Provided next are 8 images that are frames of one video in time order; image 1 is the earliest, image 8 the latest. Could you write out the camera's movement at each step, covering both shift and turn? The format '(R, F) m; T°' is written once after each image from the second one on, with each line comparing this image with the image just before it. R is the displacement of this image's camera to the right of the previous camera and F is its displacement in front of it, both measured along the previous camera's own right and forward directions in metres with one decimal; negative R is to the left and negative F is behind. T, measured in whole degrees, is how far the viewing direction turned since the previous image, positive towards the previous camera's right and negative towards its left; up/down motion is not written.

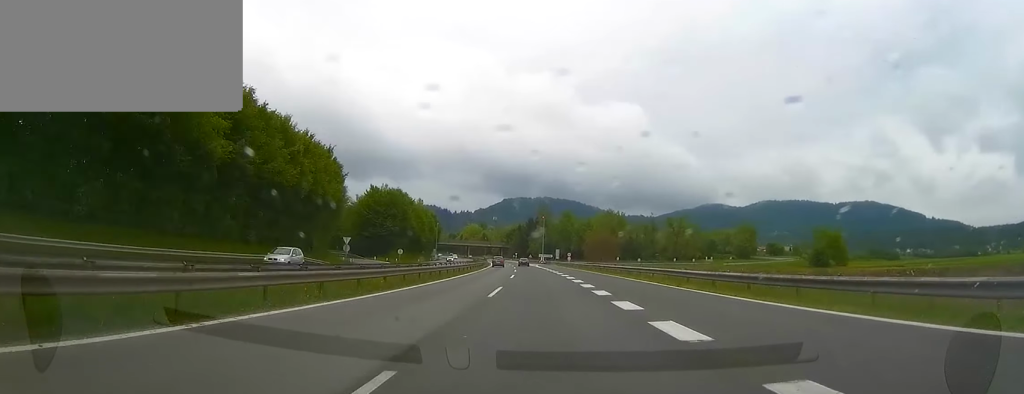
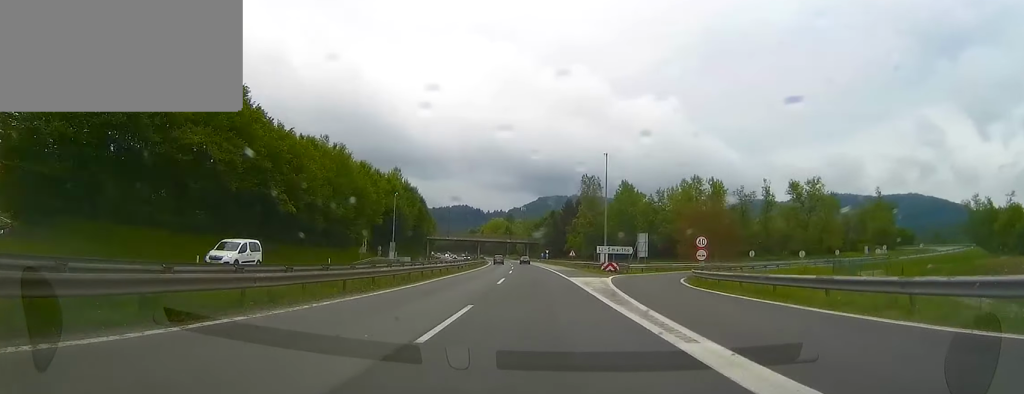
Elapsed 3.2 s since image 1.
(-3.0, +93.0) m; -4°
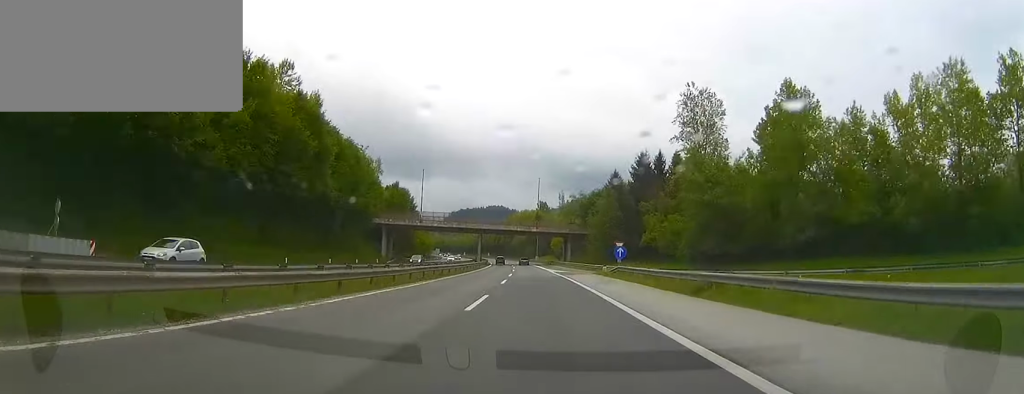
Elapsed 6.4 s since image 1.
(-3.1, +93.2) m; -3°
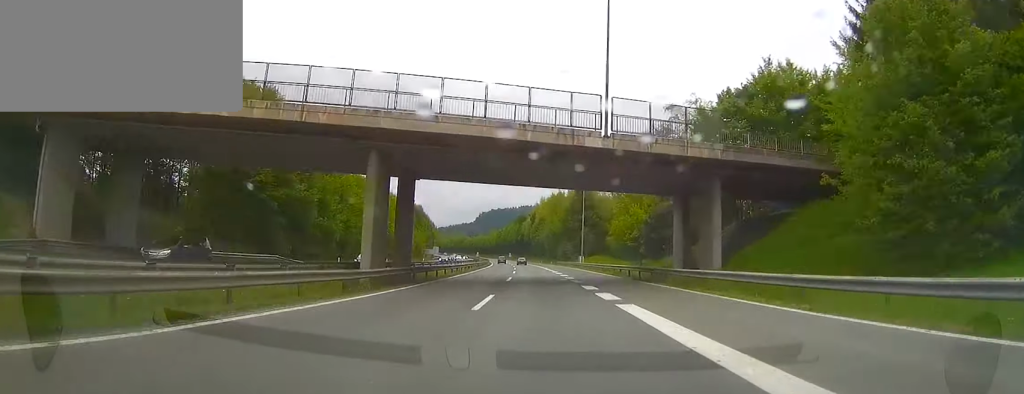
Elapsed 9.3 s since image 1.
(-1.5, +84.4) m; -3°
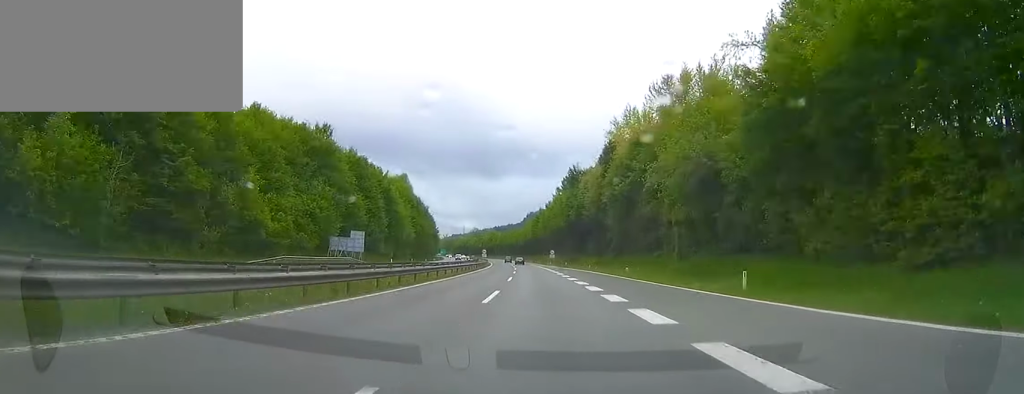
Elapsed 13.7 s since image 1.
(-5.1, +128.1) m; -4°
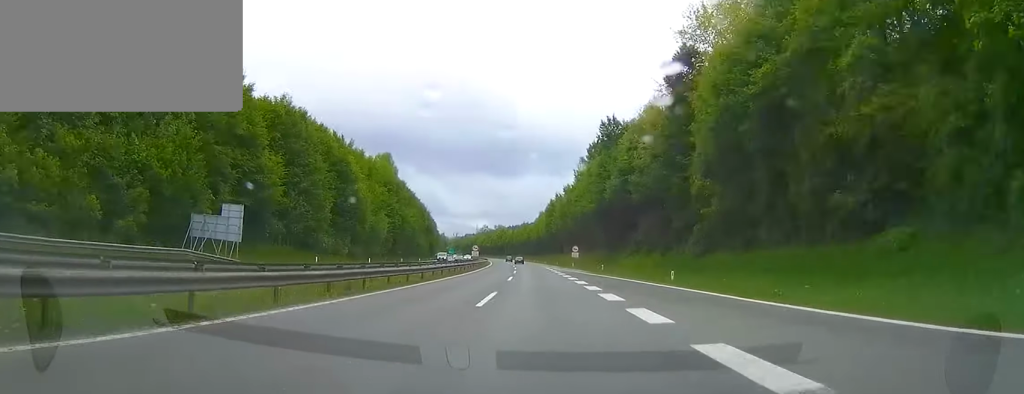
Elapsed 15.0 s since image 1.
(-0.3, +37.7) m; -1°
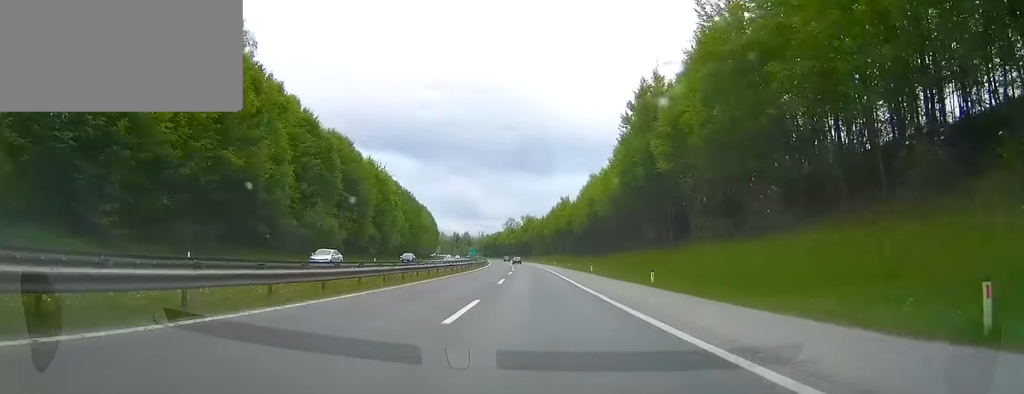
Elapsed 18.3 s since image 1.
(-3.7, +95.8) m; -4°
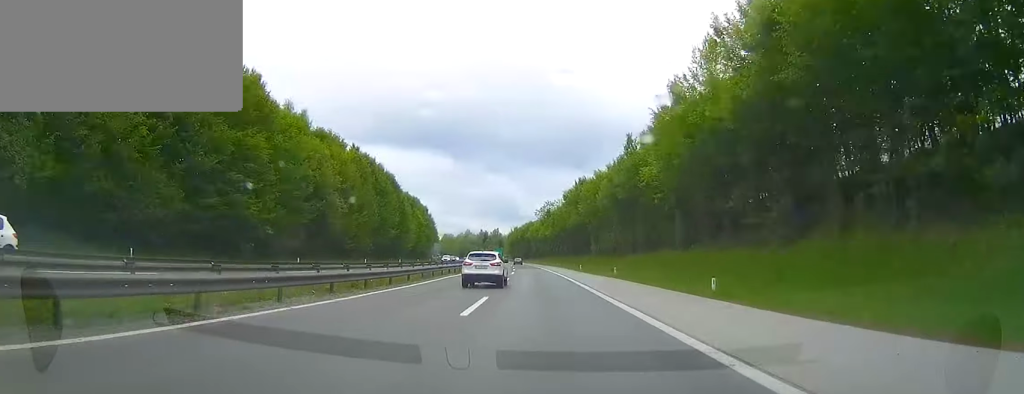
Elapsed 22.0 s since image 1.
(-4.6, +107.6) m; -5°
